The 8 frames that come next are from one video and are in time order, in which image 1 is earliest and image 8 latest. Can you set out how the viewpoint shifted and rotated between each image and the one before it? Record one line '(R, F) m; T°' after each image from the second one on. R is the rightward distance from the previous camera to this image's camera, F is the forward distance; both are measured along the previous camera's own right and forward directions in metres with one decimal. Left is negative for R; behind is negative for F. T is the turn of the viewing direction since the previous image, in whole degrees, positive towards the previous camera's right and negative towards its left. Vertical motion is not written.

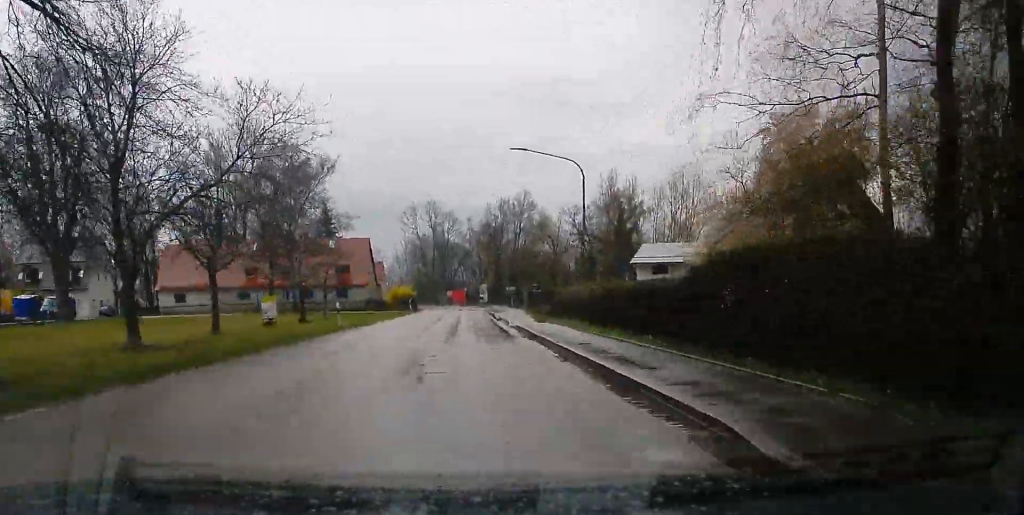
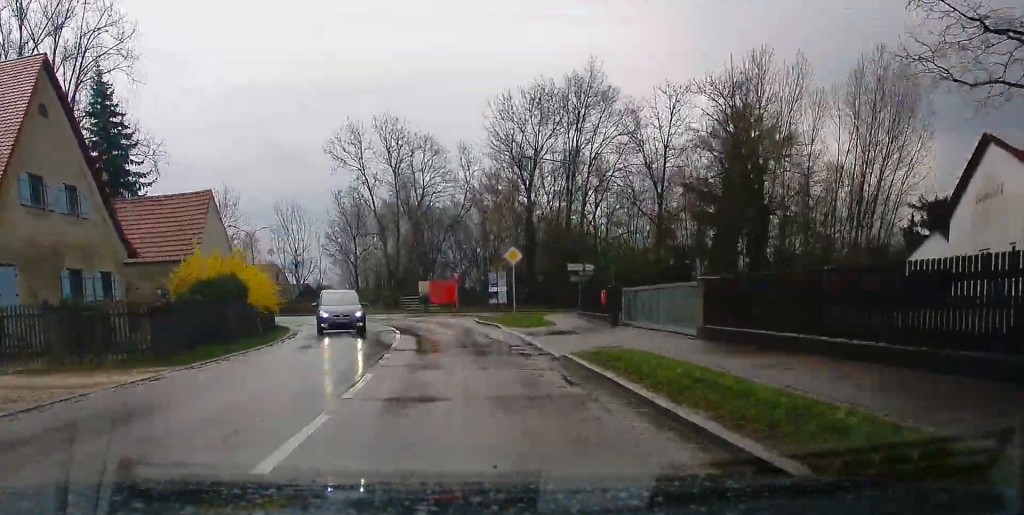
(+1.5, +69.8) m; +2°
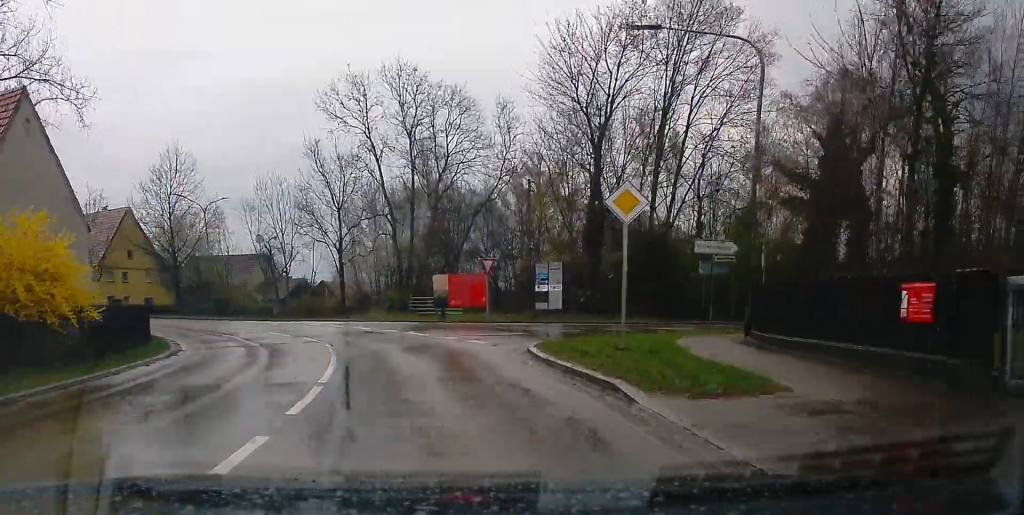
(-0.8, +20.2) m; -10°
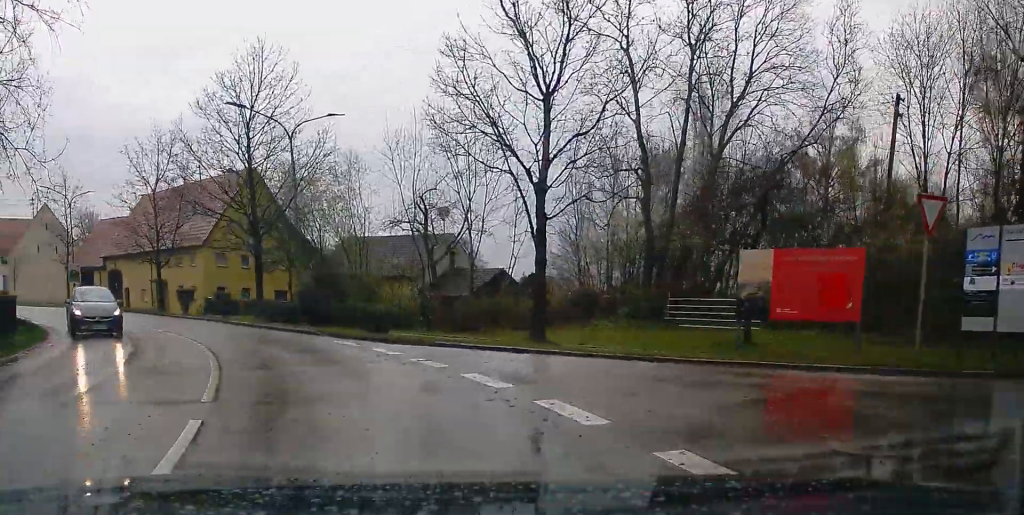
(-3.8, +24.7) m; -21°
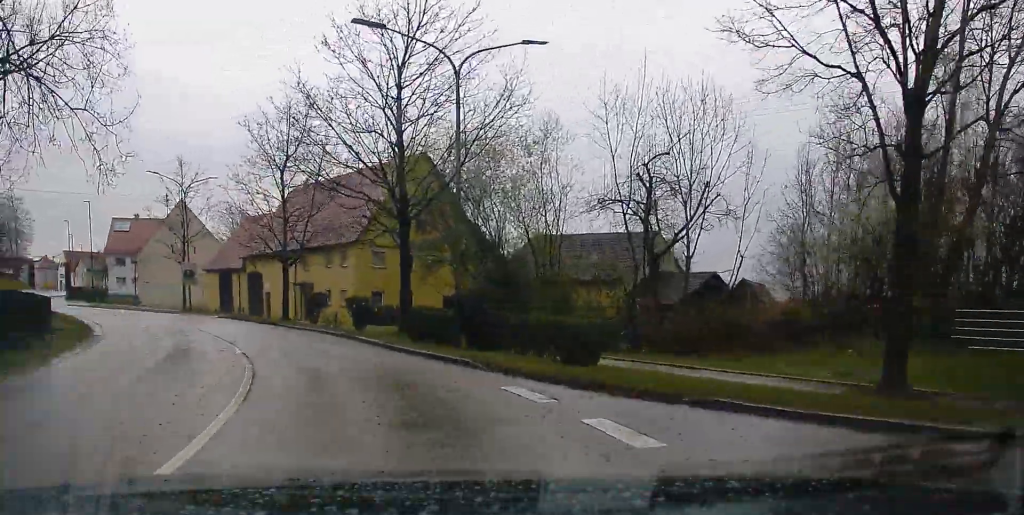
(-0.6, +10.0) m; -9°
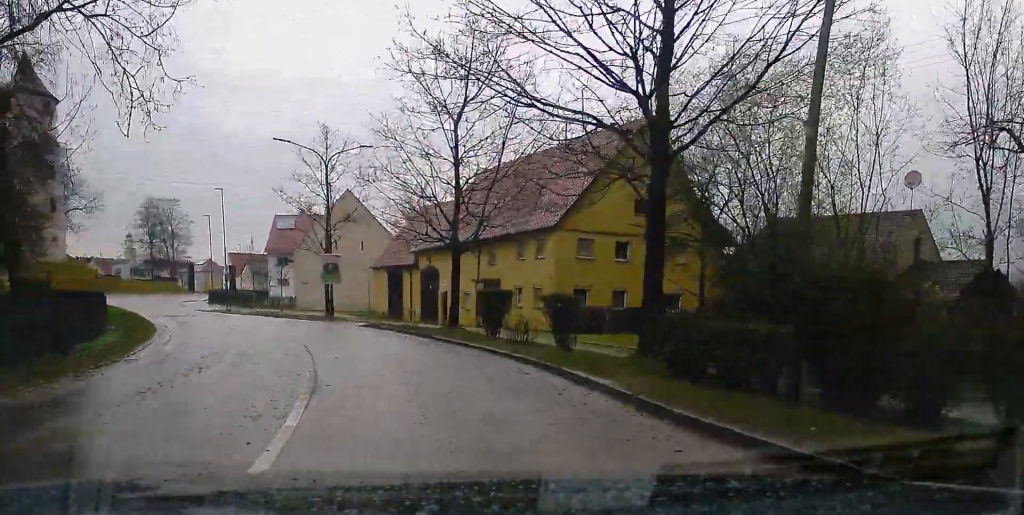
(-1.8, +11.1) m; -8°
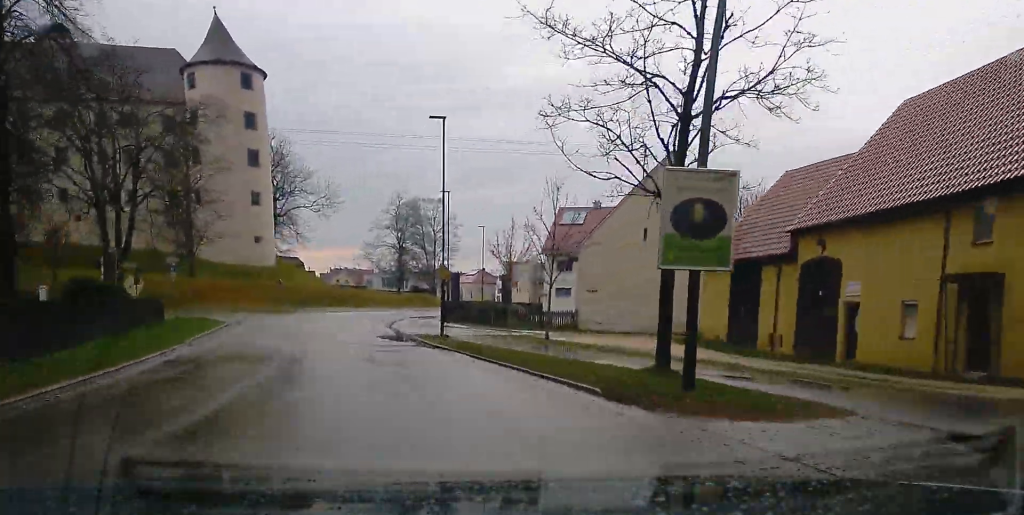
(-3.7, +23.7) m; -14°
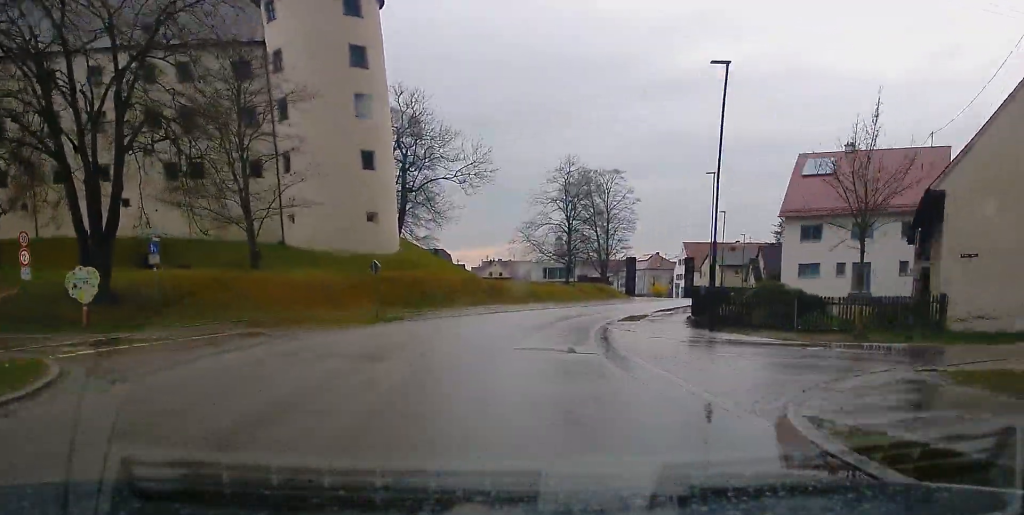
(-2.1, +23.8) m; -4°
